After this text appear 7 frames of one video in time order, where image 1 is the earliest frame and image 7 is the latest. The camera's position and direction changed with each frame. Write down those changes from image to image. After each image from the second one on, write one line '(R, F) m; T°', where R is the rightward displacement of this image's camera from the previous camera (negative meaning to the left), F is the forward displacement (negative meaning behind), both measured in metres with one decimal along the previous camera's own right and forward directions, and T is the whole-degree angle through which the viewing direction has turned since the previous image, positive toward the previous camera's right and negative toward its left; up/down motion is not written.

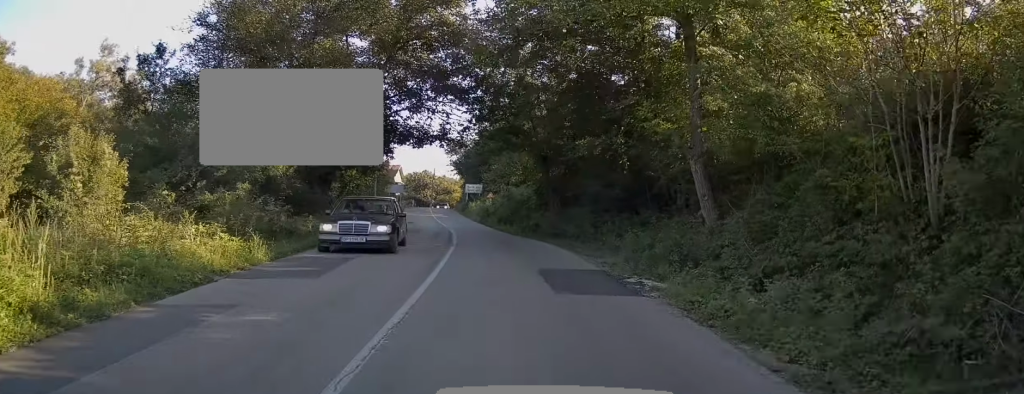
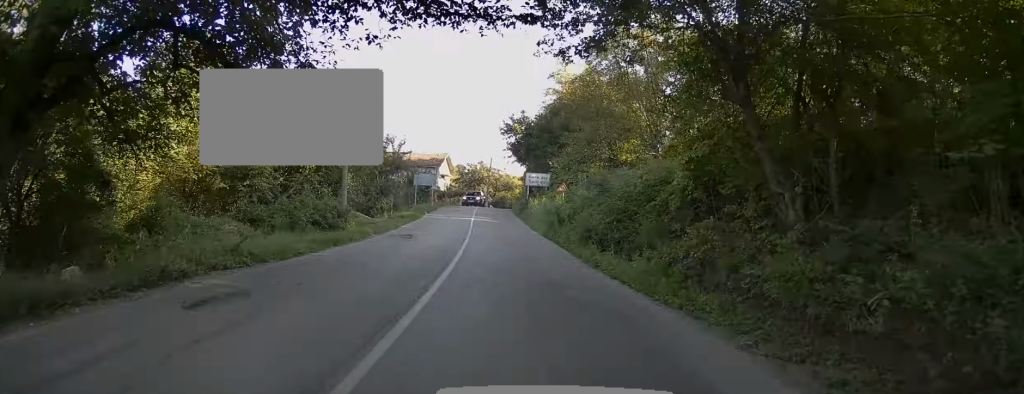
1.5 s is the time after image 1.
(-0.8, +21.2) m; -4°
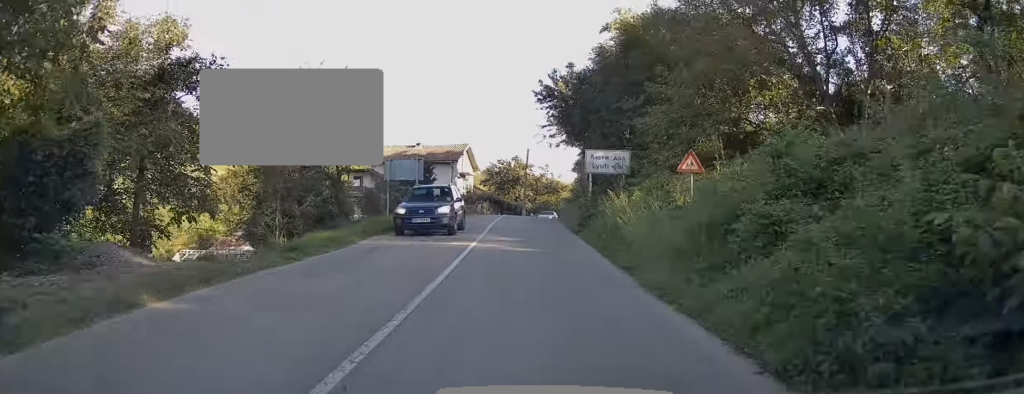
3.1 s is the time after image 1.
(-1.0, +21.0) m; -4°
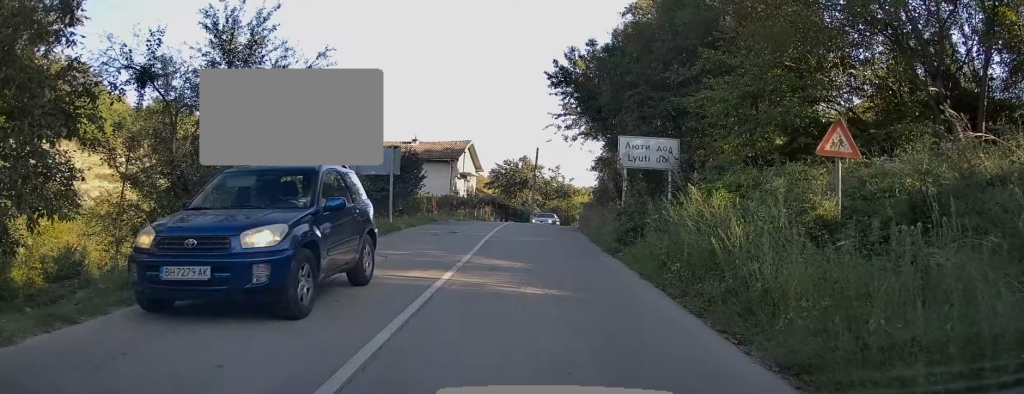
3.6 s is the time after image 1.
(-0.1, +6.7) m; -1°
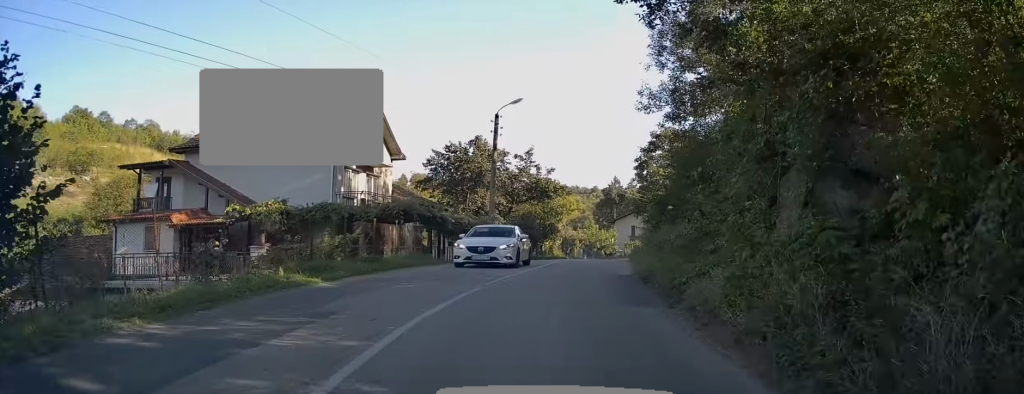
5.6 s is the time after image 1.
(+0.6, +25.1) m; +3°
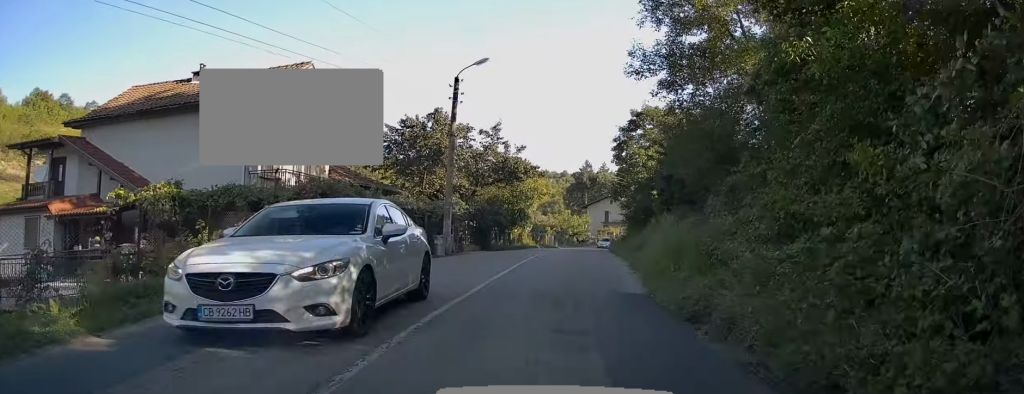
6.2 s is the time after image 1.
(+0.1, +6.1) m; +2°
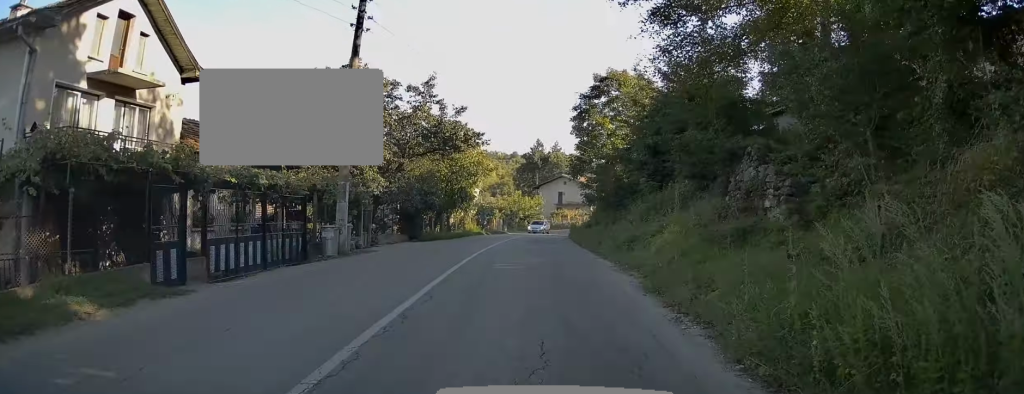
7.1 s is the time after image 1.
(+0.3, +9.1) m; +3°
